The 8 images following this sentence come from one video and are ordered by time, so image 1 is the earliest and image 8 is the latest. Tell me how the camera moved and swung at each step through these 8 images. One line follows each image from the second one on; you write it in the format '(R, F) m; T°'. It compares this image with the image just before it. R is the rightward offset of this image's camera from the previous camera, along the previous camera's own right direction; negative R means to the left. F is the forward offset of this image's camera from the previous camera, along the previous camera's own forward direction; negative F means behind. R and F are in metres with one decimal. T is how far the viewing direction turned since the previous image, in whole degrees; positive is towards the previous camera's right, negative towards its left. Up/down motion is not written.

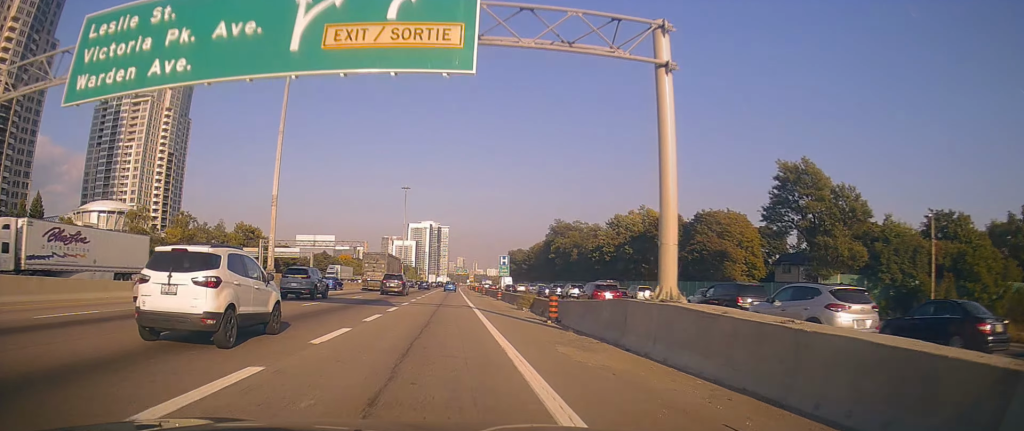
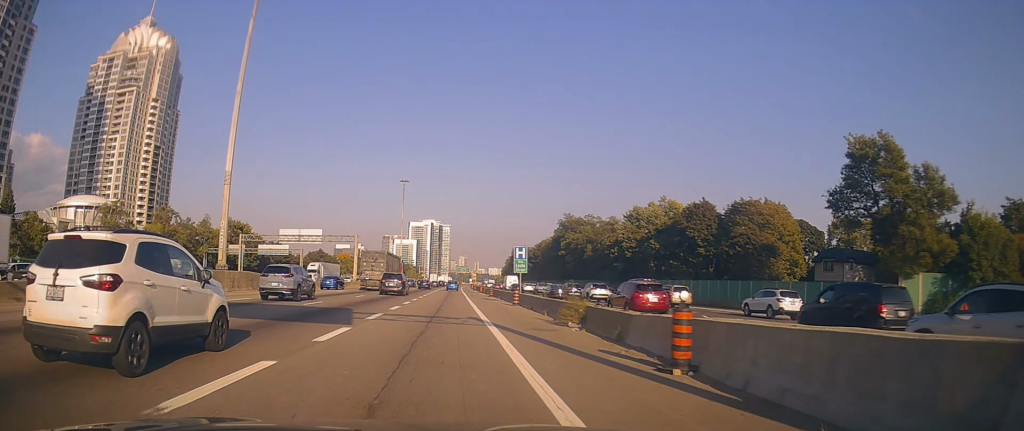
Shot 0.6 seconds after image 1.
(-0.1, +11.8) m; 0°
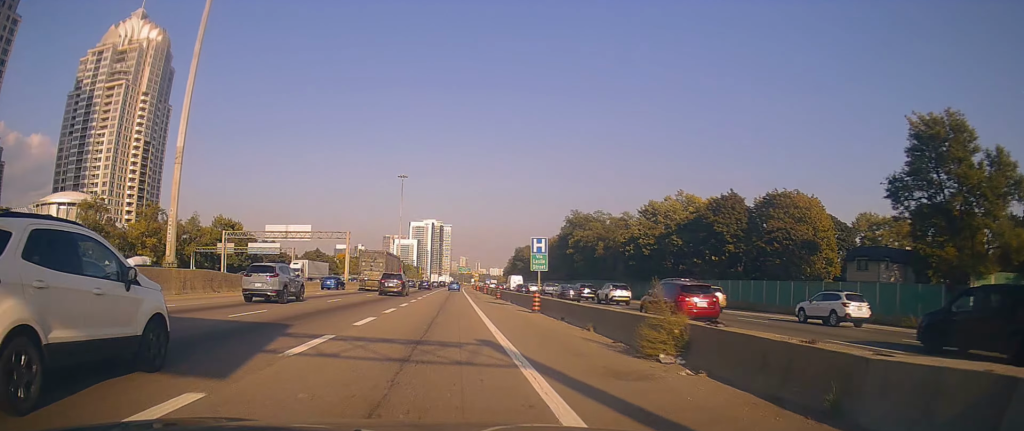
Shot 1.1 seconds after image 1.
(-0.1, +8.2) m; 0°
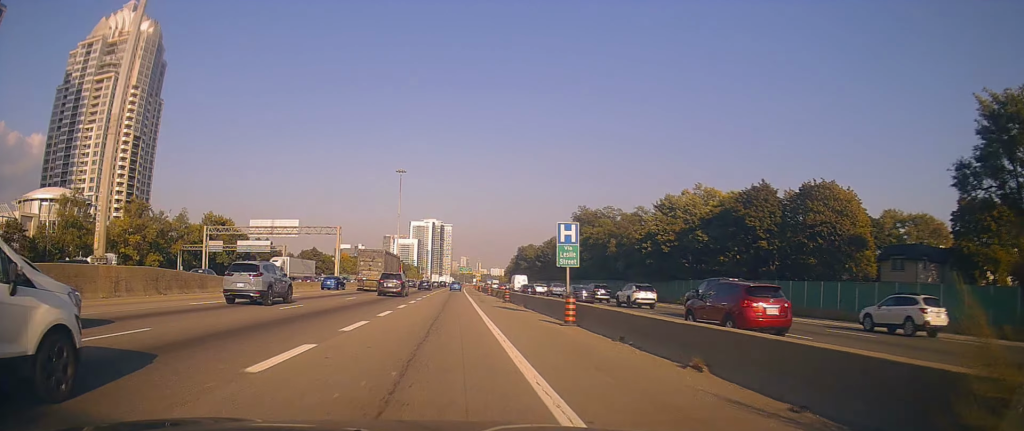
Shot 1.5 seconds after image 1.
(0.0, +7.6) m; 0°
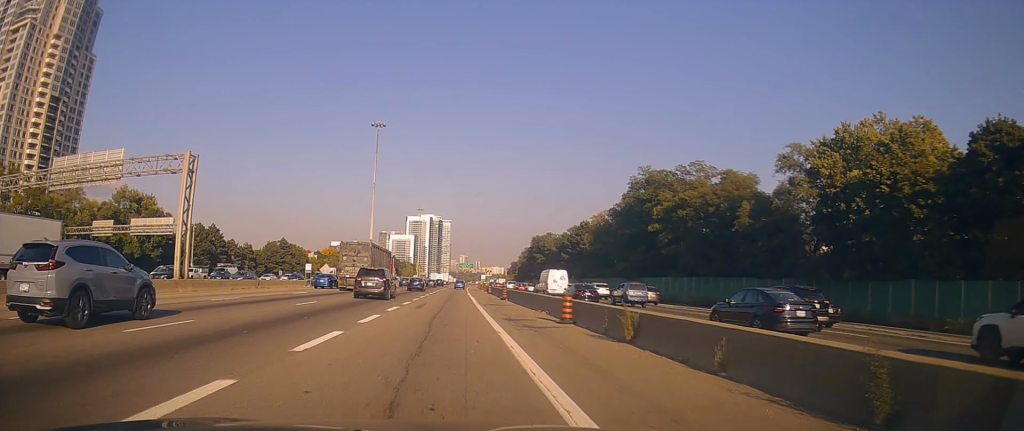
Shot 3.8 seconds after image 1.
(+0.3, +47.0) m; 0°
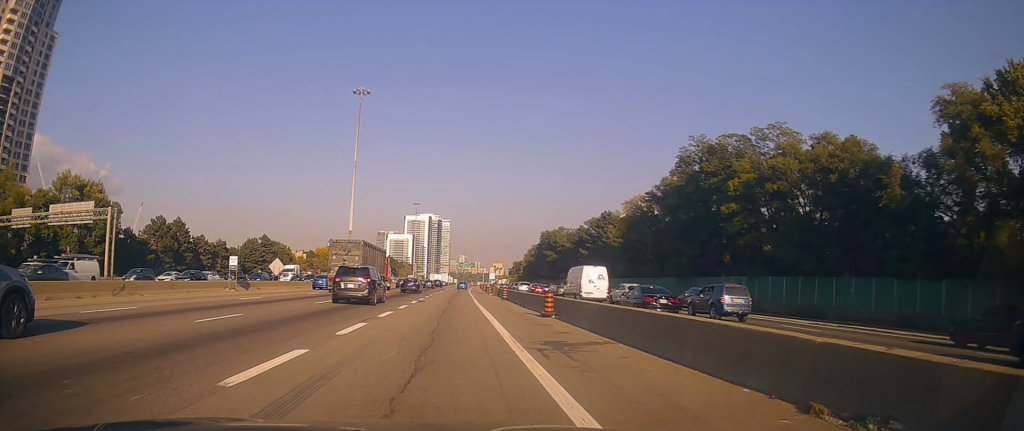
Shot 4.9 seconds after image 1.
(-0.2, +21.6) m; 0°
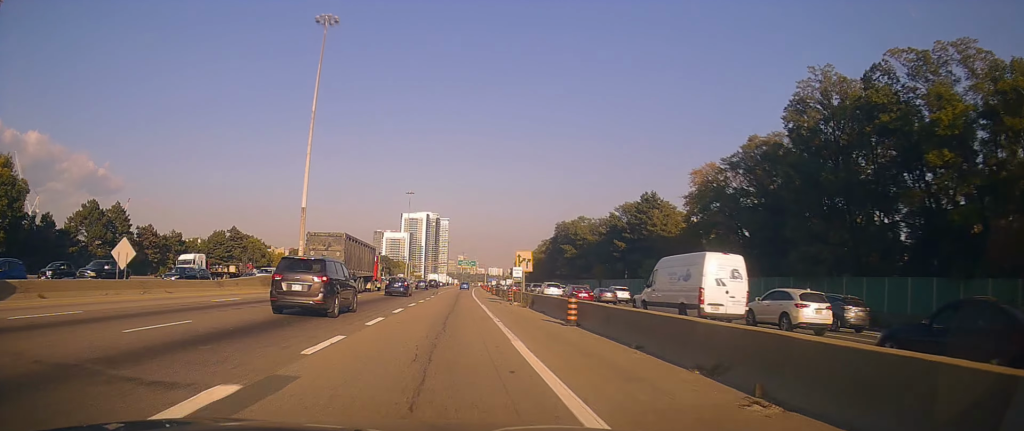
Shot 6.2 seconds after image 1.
(+0.3, +27.5) m; +2°
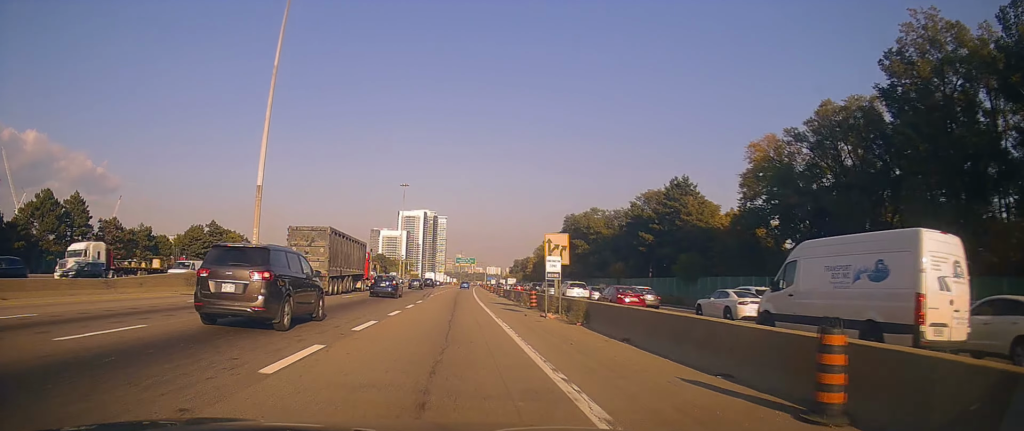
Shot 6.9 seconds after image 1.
(+0.1, +14.2) m; +1°
